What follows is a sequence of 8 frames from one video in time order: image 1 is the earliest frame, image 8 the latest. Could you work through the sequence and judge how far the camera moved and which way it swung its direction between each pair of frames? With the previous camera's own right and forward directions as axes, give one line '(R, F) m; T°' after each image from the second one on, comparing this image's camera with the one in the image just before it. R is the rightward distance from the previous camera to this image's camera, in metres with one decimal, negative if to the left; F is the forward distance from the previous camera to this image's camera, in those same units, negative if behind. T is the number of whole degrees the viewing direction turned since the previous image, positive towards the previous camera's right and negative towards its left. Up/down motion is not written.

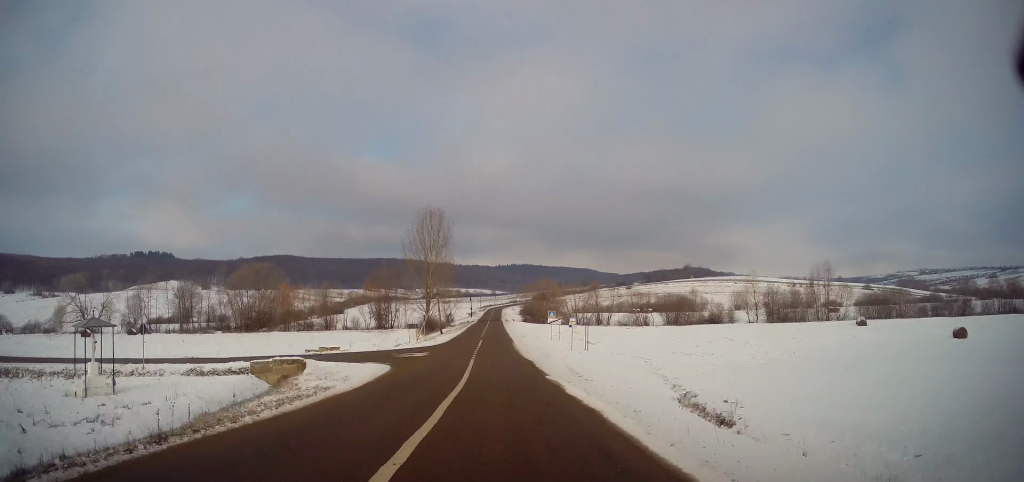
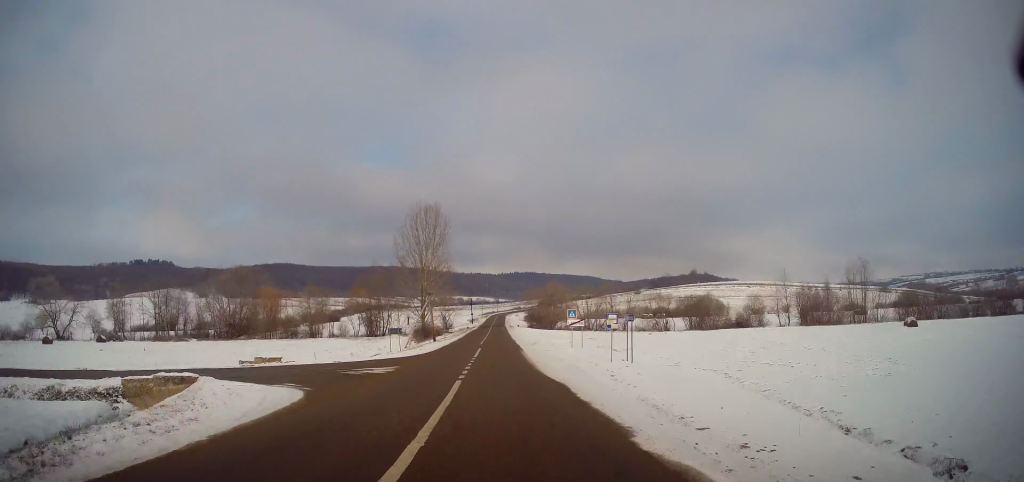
(-0.1, +11.0) m; -1°
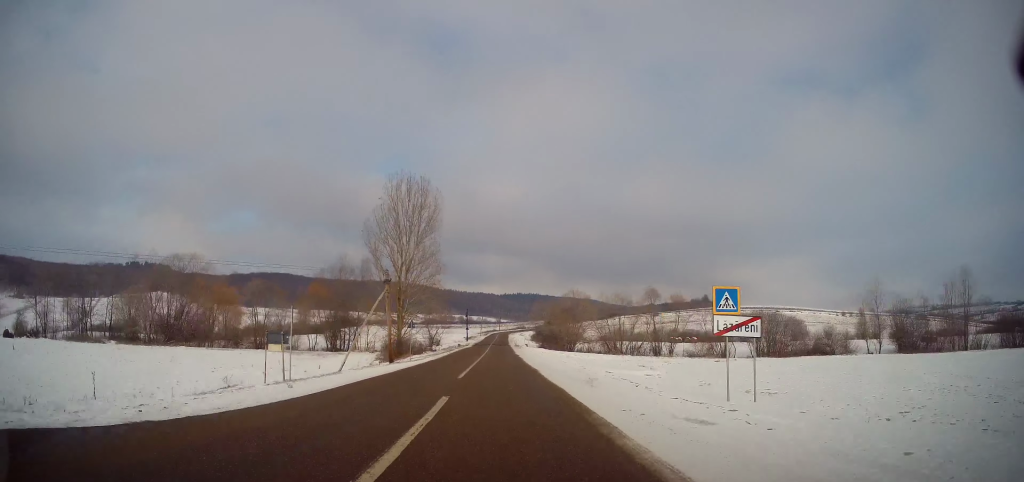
(-0.2, +24.7) m; 0°
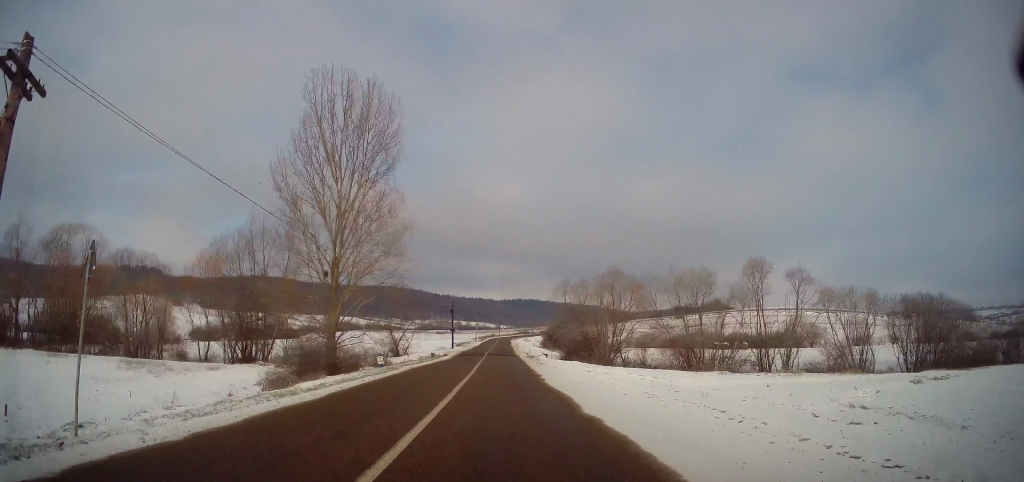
(+0.1, +29.8) m; -1°
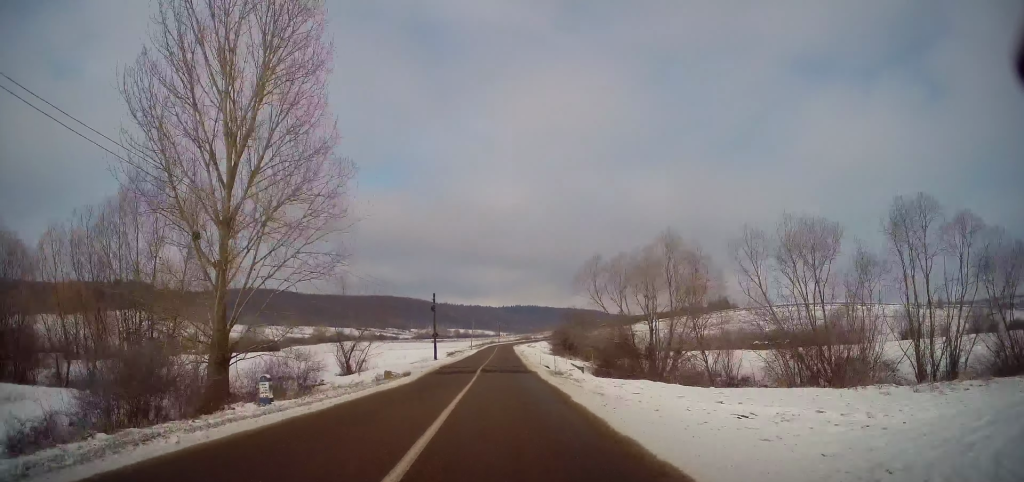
(-0.1, +18.3) m; 0°
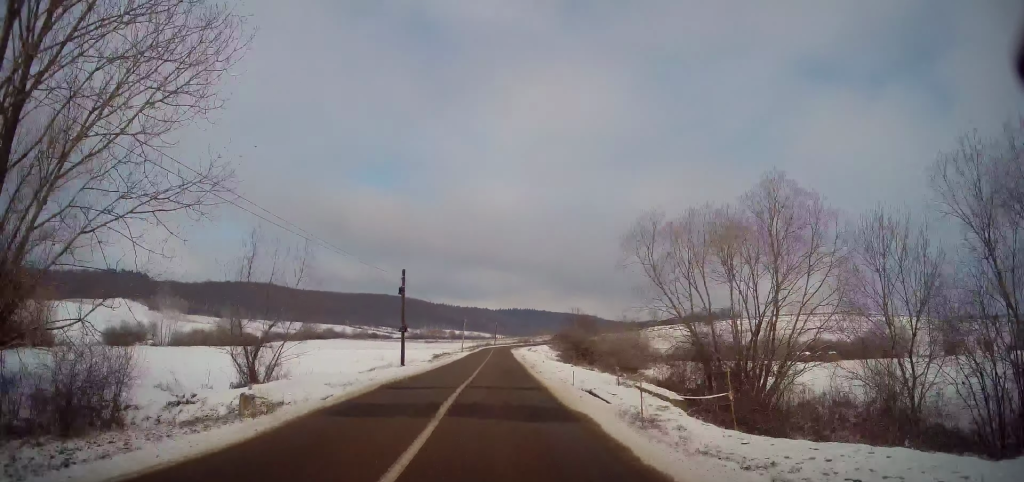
(0.0, +14.6) m; +1°
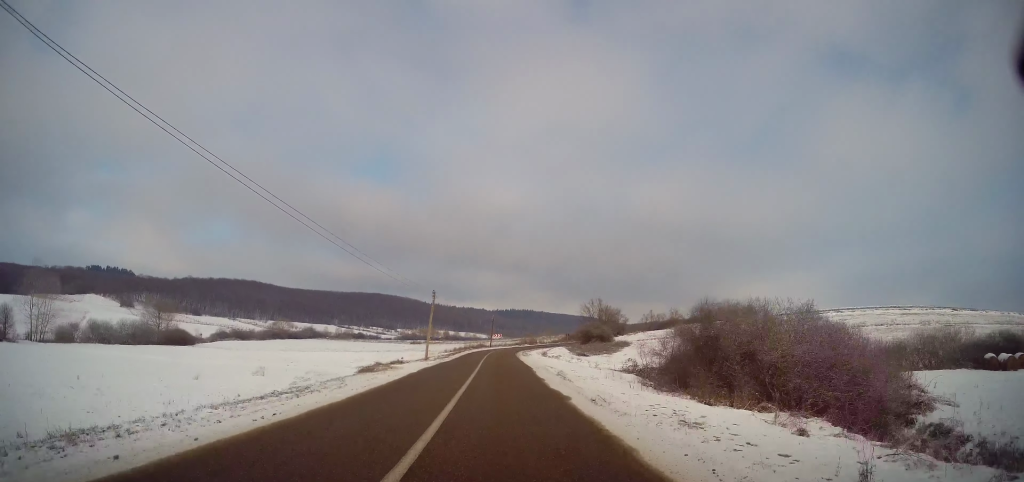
(+0.4, +38.5) m; +1°
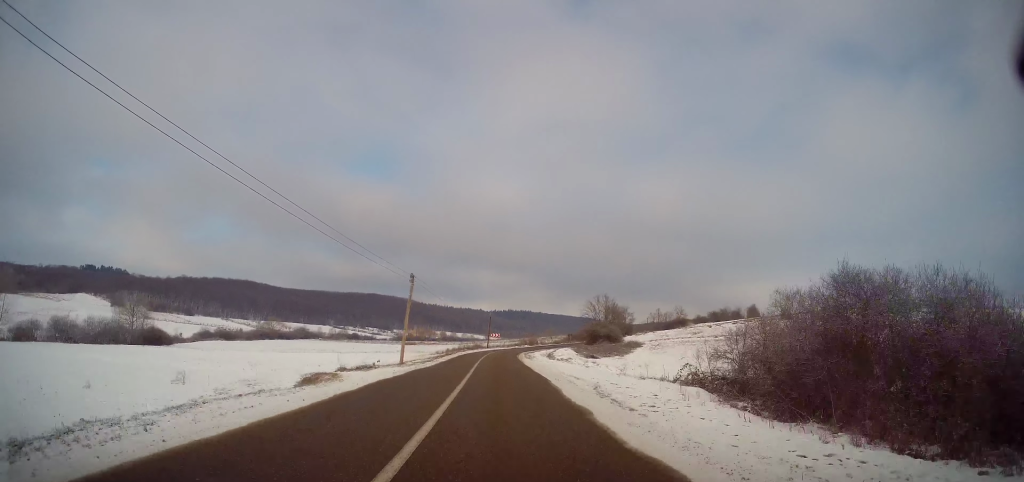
(0.0, +10.0) m; 0°
